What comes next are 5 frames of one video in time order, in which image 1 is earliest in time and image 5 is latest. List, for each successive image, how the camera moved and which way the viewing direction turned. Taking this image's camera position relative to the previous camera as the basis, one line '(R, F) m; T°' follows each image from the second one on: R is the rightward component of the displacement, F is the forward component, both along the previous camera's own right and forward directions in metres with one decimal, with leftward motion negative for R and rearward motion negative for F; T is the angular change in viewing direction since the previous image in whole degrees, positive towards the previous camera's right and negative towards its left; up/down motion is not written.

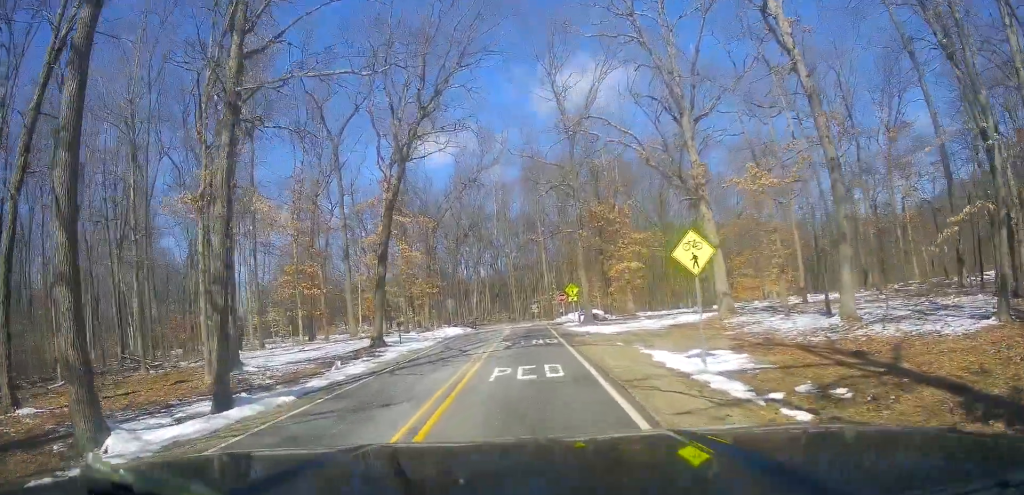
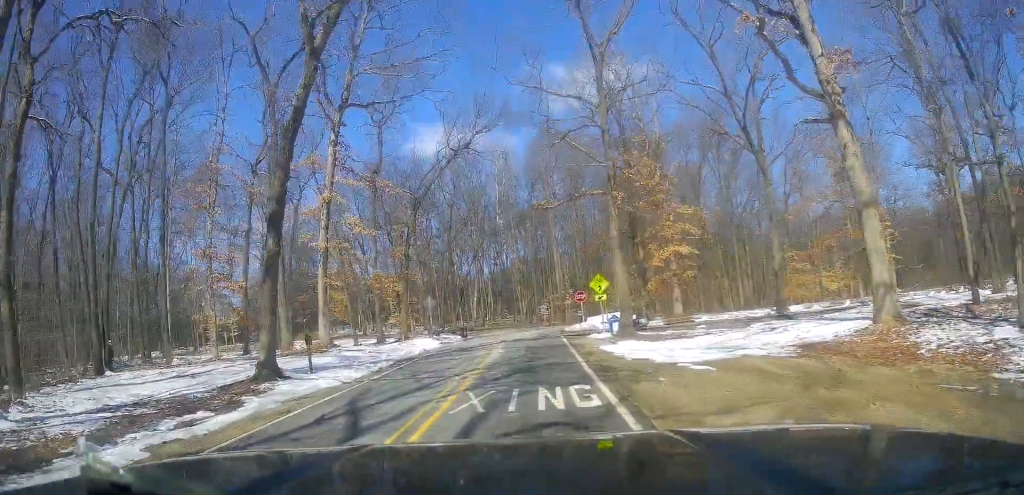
(-0.1, +13.5) m; +3°
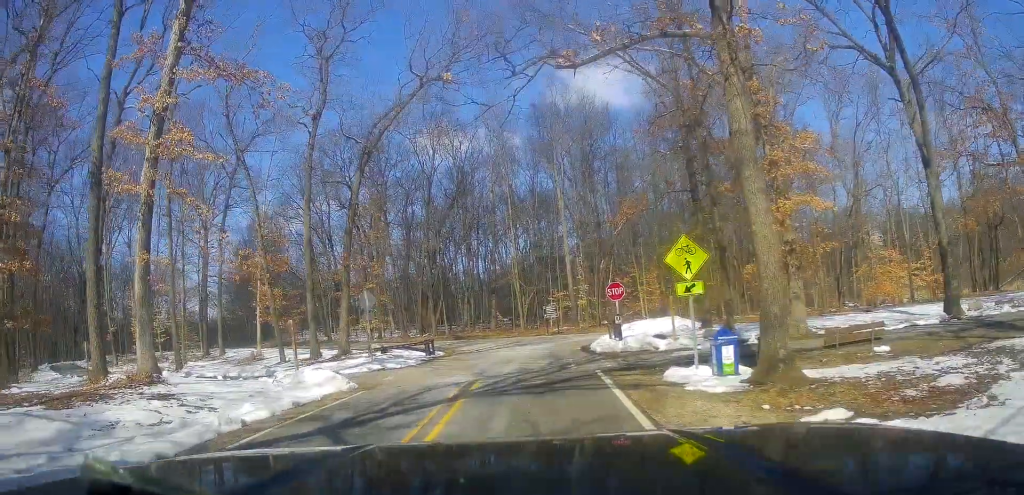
(-1.5, +16.4) m; -3°
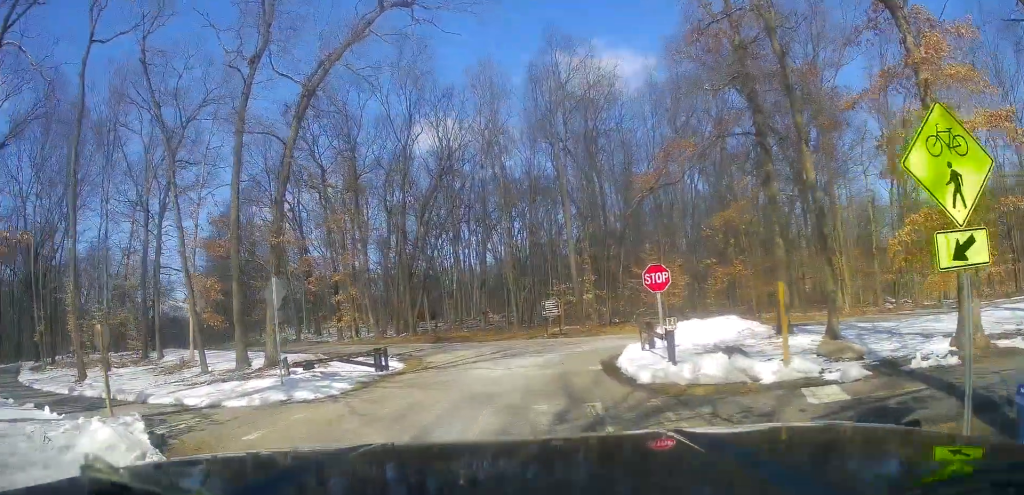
(+0.6, +9.7) m; +2°
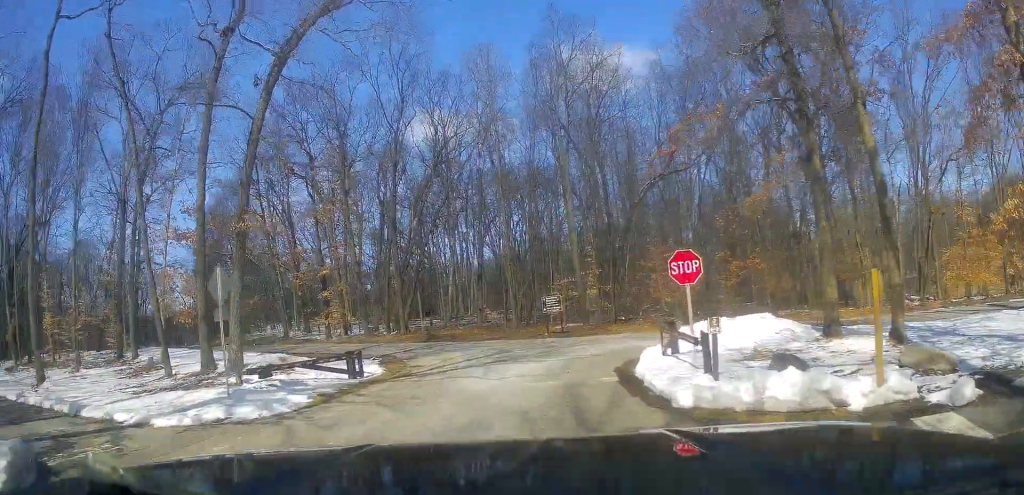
(+0.1, +3.3) m; -3°
